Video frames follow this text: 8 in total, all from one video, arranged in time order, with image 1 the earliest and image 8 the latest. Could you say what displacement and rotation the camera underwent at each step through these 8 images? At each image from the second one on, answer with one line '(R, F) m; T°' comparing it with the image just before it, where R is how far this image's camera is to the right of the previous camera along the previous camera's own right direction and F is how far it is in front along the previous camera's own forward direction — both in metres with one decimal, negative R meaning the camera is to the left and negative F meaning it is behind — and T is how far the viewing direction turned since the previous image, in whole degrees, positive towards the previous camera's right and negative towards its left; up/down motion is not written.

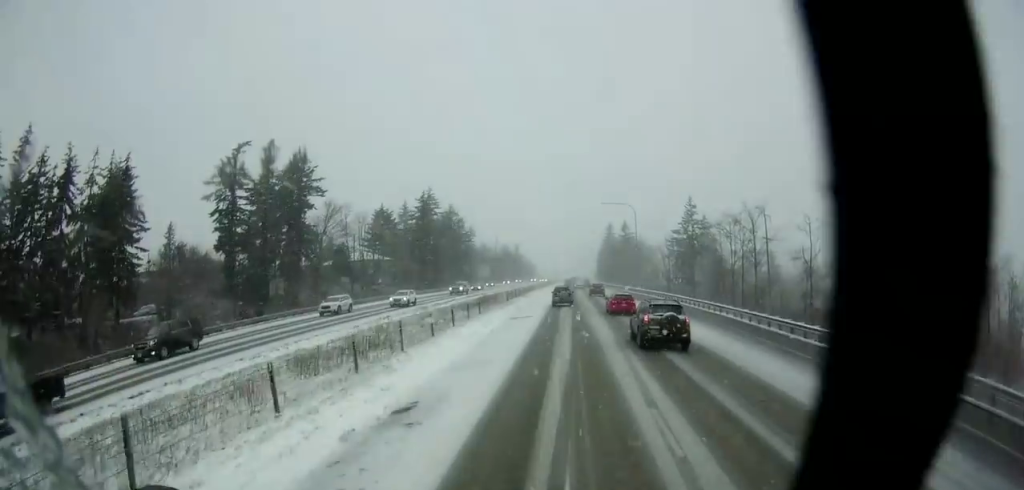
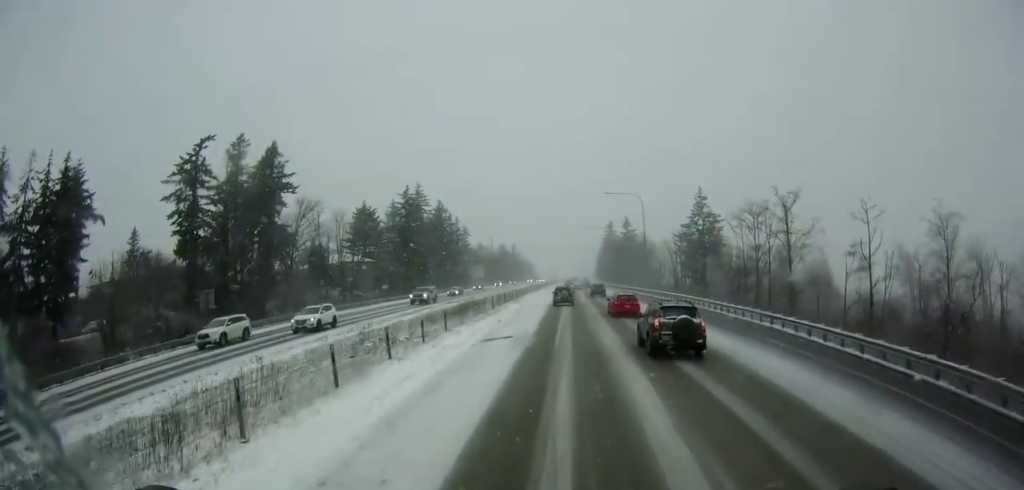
(+0.3, +12.1) m; 0°
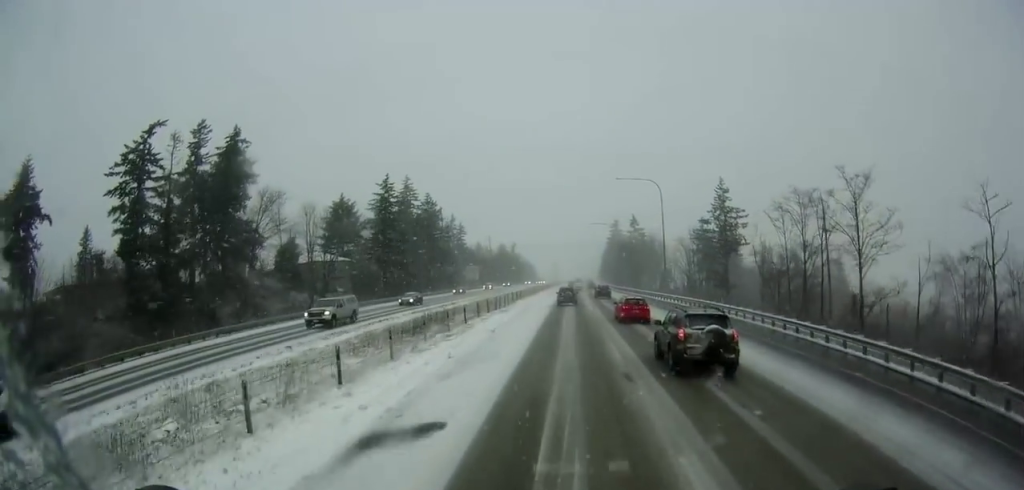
(+0.4, +15.6) m; 0°
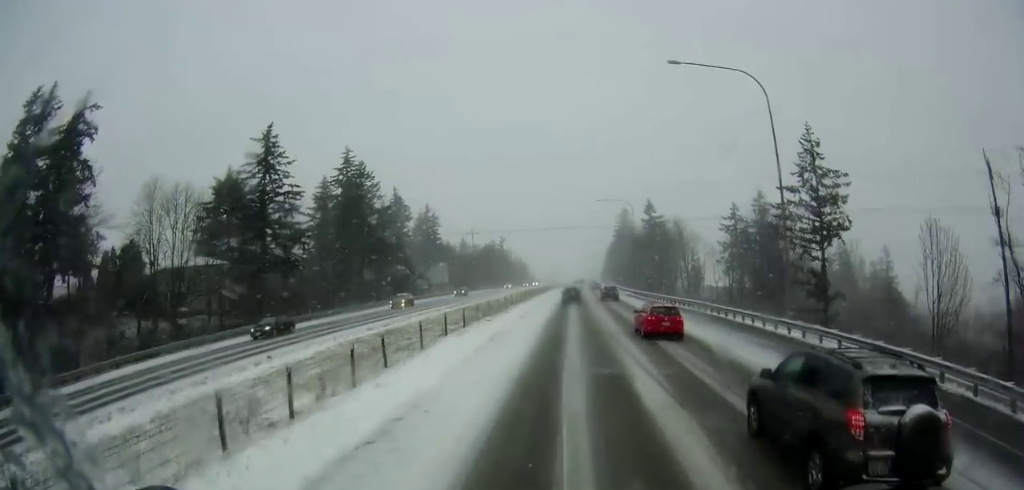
(-0.7, +43.2) m; 0°
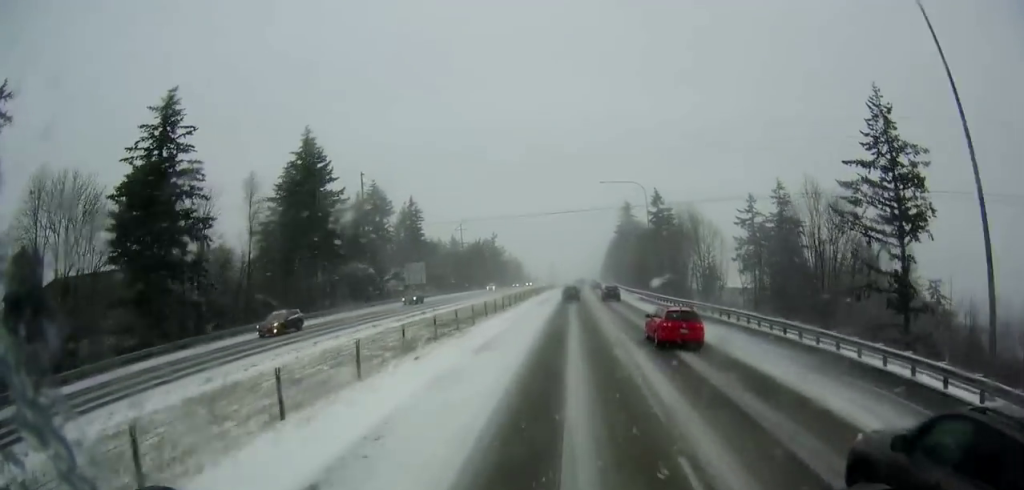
(+0.2, +18.3) m; 0°
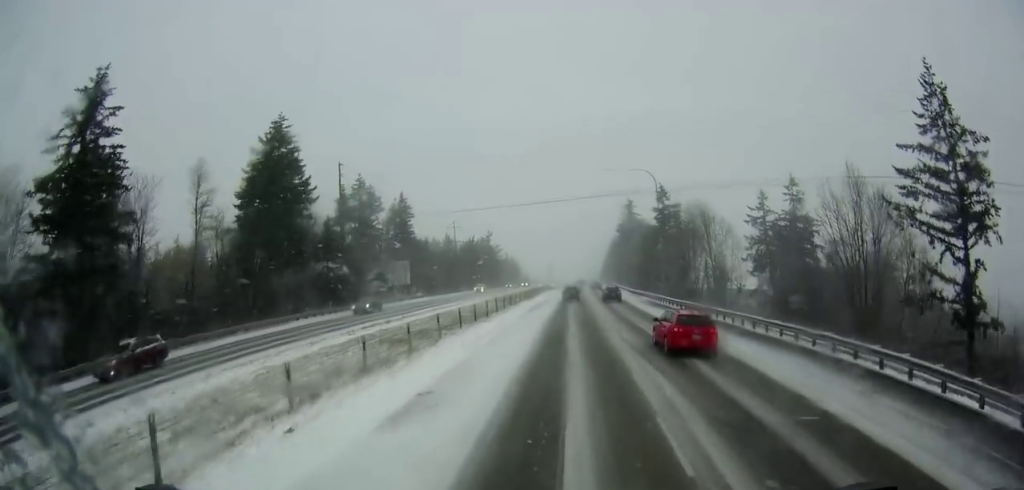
(+0.2, +10.0) m; 0°
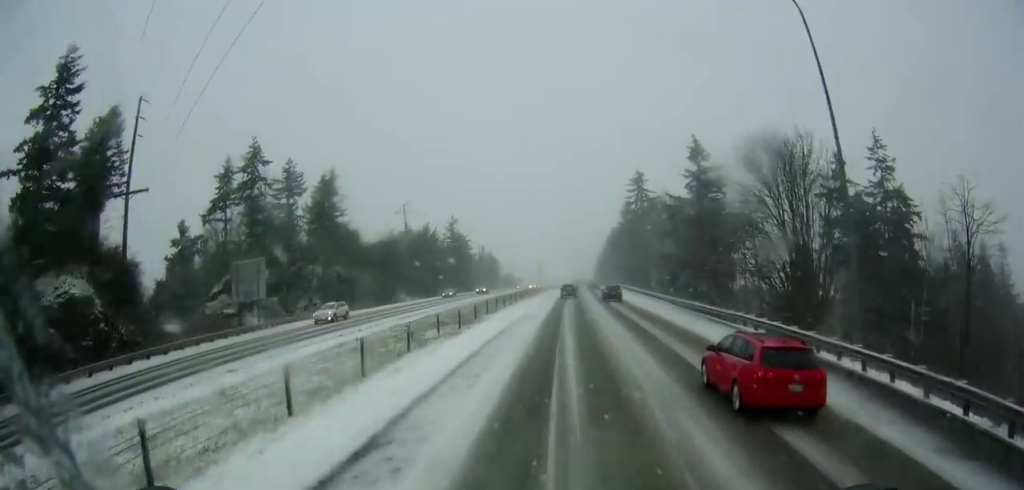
(-0.1, +47.3) m; +1°
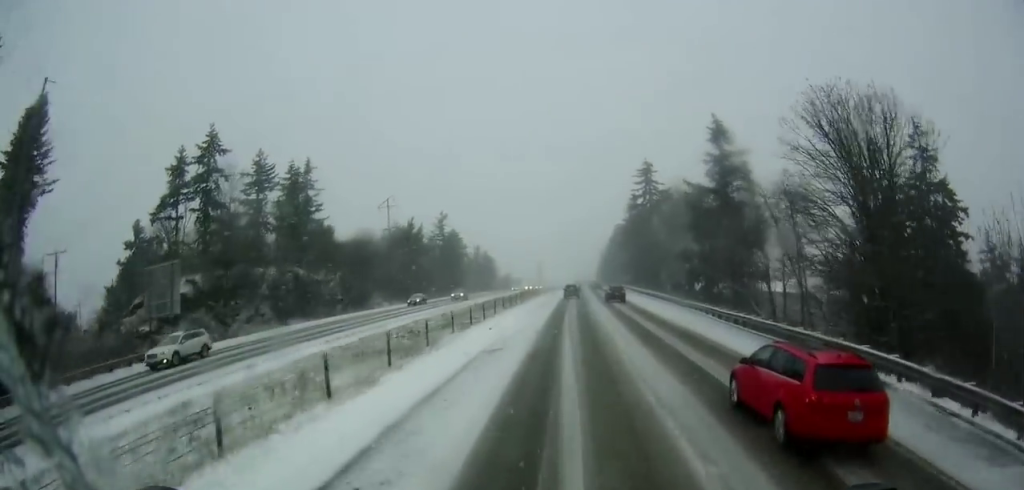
(0.0, +13.3) m; 0°
